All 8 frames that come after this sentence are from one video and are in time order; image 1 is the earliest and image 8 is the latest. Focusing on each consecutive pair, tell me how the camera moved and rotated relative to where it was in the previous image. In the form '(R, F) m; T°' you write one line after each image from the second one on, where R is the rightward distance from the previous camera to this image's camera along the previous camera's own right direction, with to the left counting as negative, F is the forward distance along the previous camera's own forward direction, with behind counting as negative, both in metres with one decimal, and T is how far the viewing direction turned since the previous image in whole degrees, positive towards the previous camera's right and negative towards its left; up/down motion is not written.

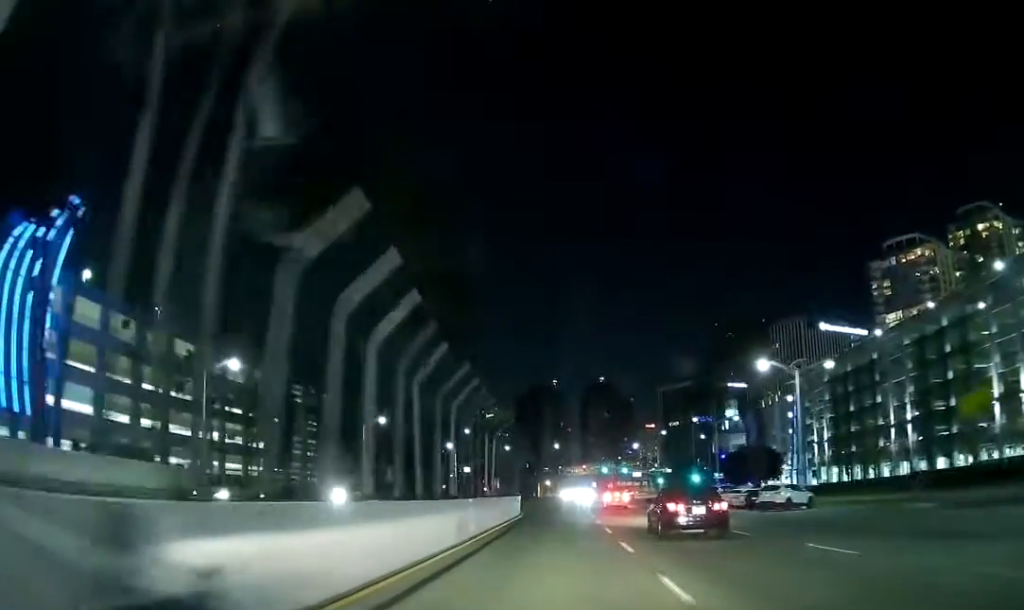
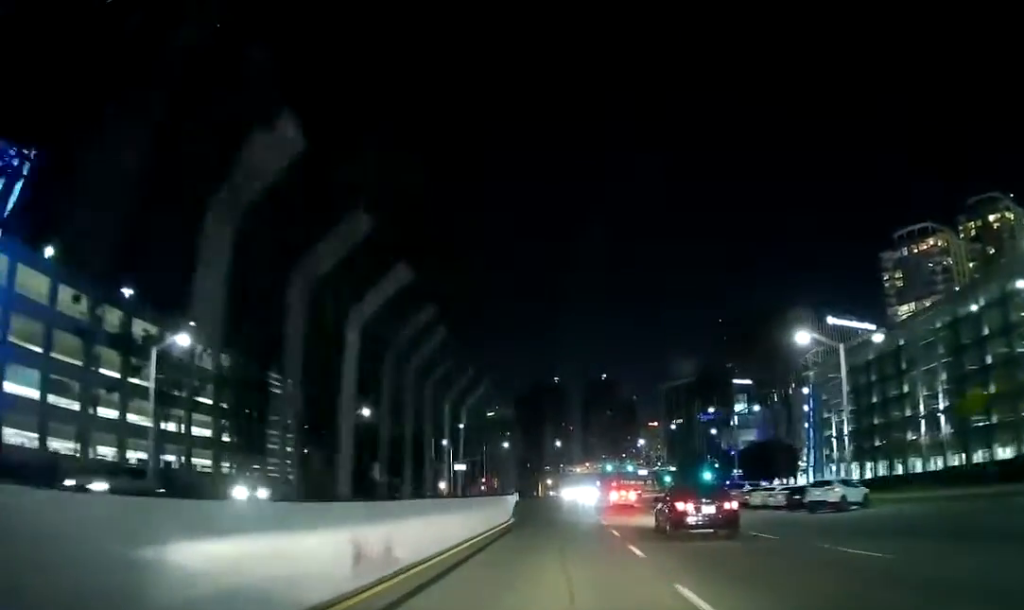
(0.0, +8.3) m; 0°
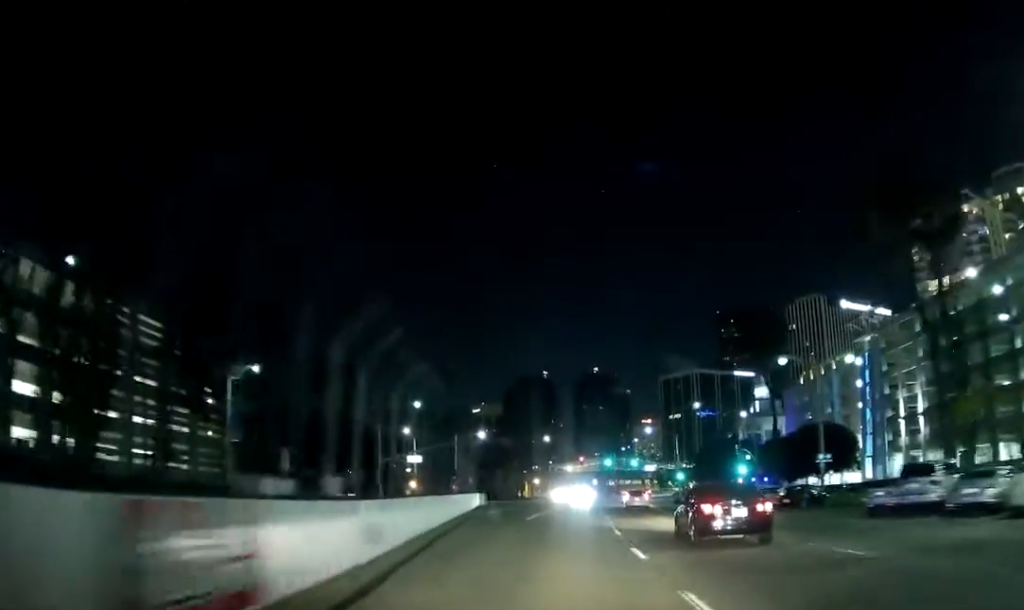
(-0.1, +29.5) m; -1°
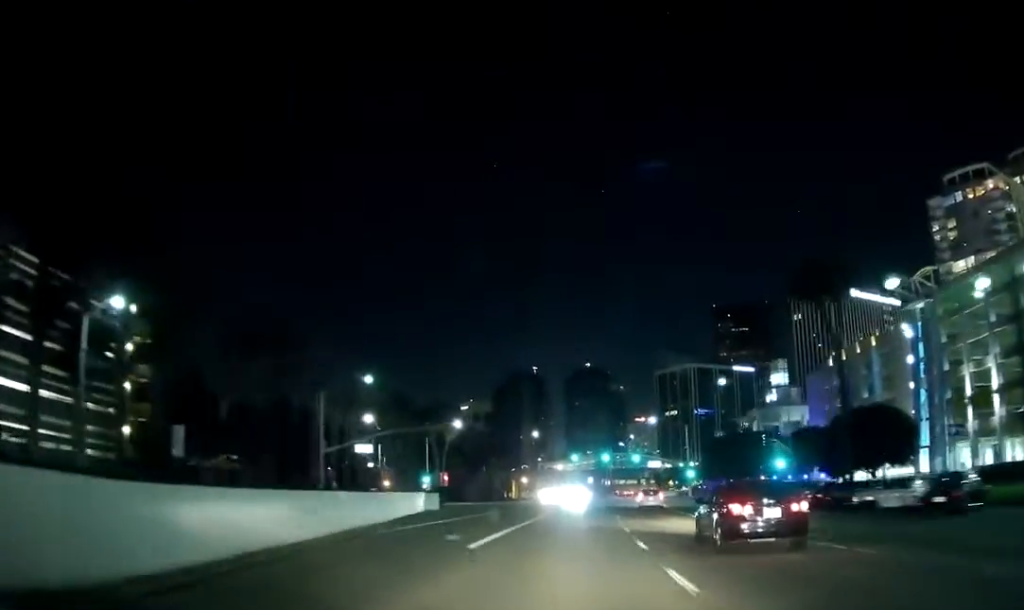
(-0.1, +19.7) m; +1°
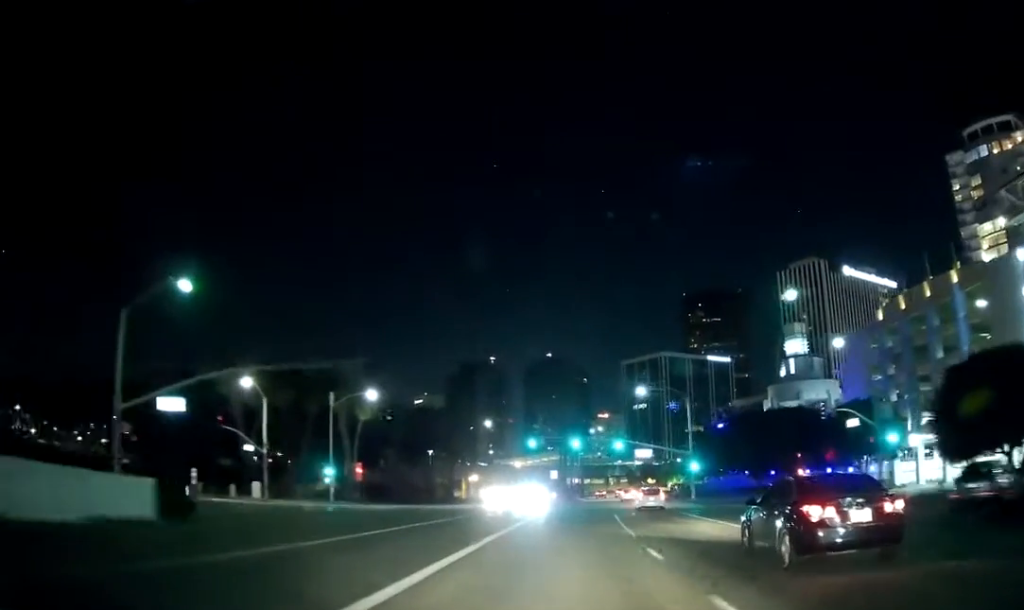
(+0.8, +33.0) m; +2°
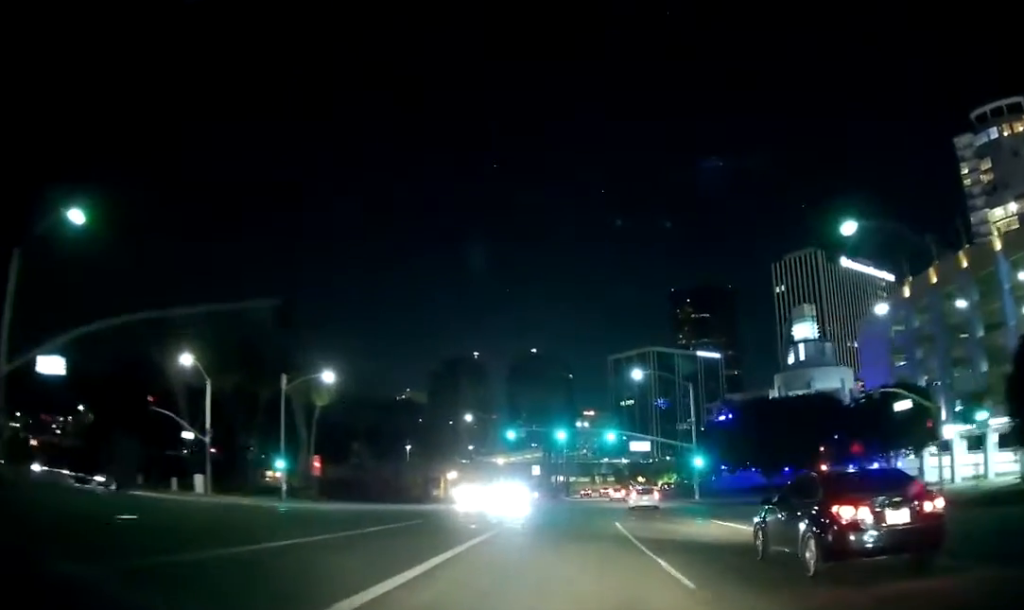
(-0.1, +10.8) m; +1°
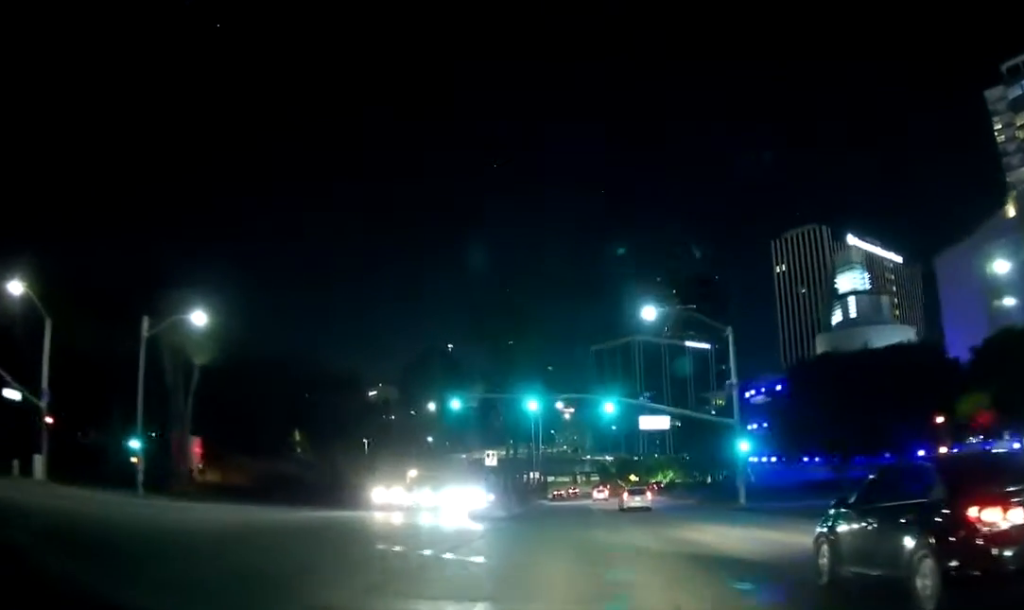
(+0.6, +24.0) m; +3°
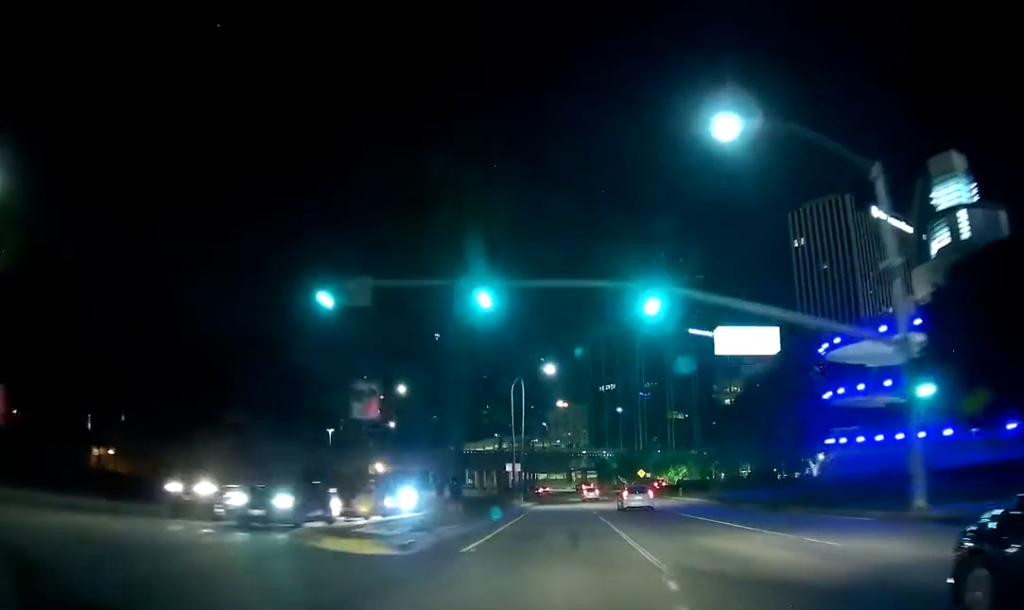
(+0.6, +25.2) m; +2°
